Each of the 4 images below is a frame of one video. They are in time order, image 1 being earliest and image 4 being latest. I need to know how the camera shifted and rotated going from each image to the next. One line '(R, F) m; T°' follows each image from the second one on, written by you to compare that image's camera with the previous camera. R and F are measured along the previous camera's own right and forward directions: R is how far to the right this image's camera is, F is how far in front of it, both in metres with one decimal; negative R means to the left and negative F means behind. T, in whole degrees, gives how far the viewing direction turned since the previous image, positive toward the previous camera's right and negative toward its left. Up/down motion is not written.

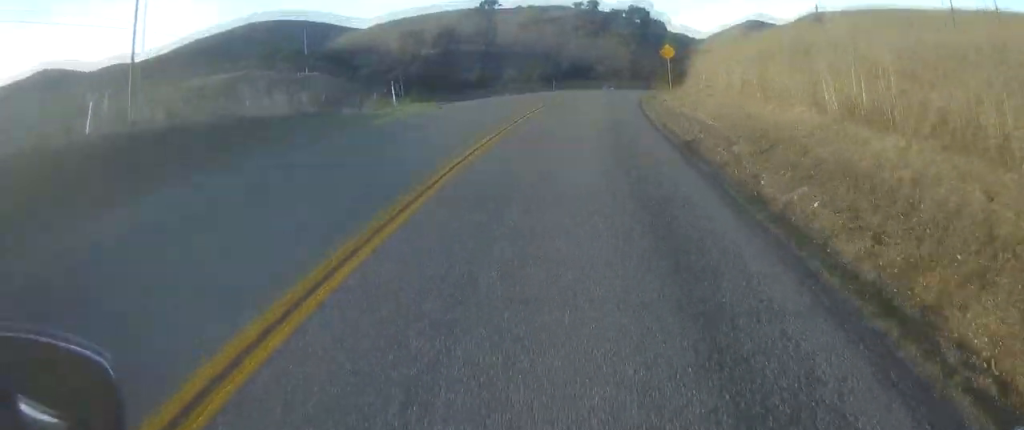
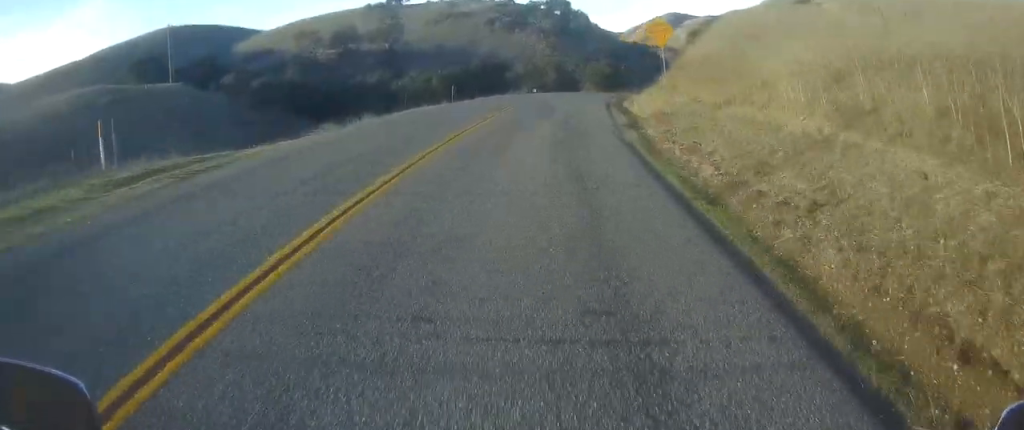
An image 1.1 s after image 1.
(+1.0, +22.4) m; +6°
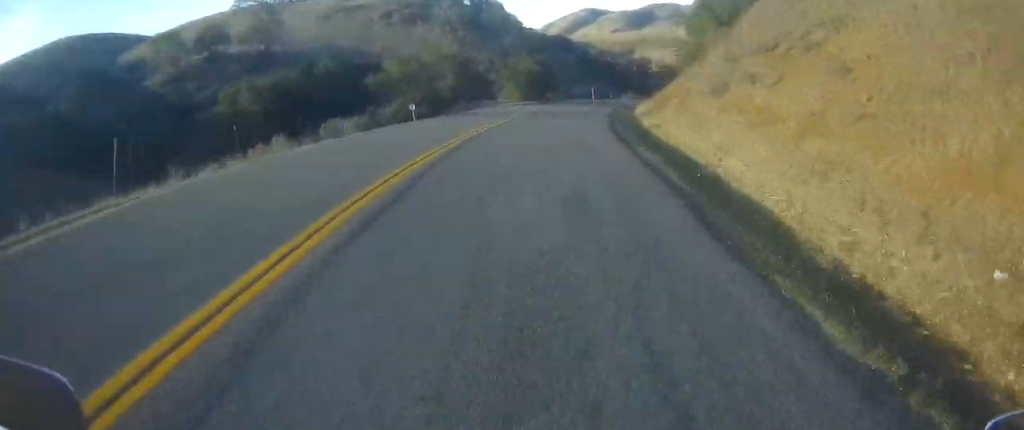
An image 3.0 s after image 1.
(+2.8, +36.6) m; +6°
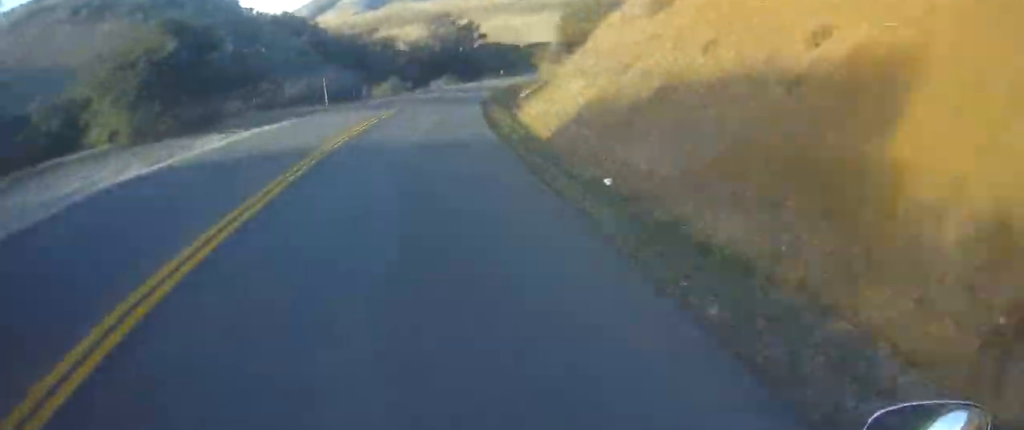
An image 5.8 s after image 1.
(+5.5, +49.6) m; +15°
